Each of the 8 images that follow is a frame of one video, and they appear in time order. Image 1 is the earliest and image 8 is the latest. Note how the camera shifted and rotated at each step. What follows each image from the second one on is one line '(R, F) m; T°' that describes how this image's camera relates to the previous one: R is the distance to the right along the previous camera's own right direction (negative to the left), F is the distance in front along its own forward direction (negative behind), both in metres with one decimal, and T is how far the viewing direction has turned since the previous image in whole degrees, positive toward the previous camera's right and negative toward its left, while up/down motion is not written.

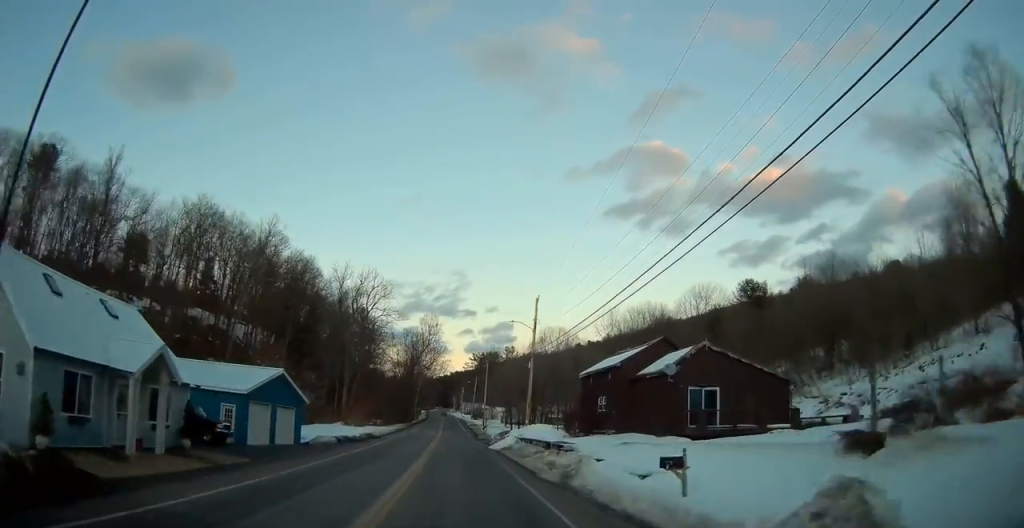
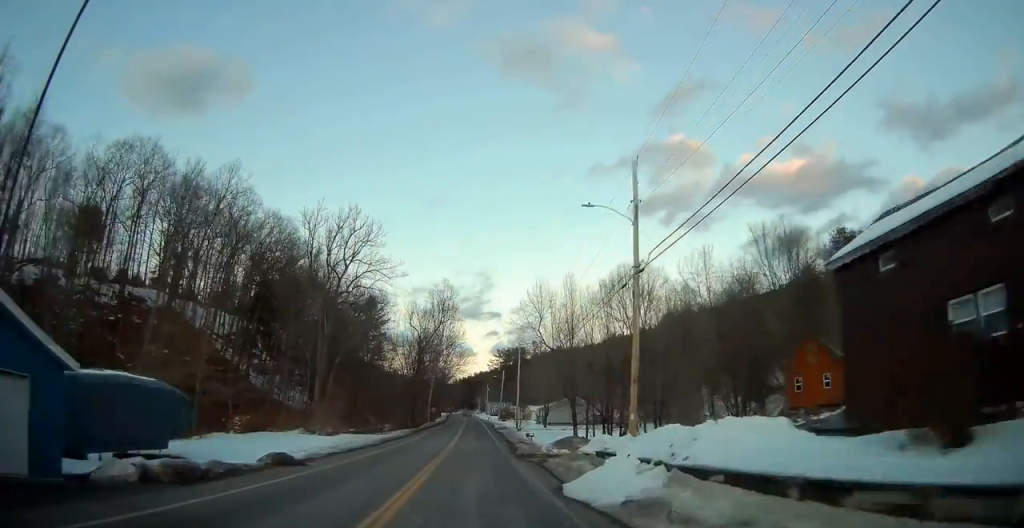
(-0.3, +27.4) m; -2°
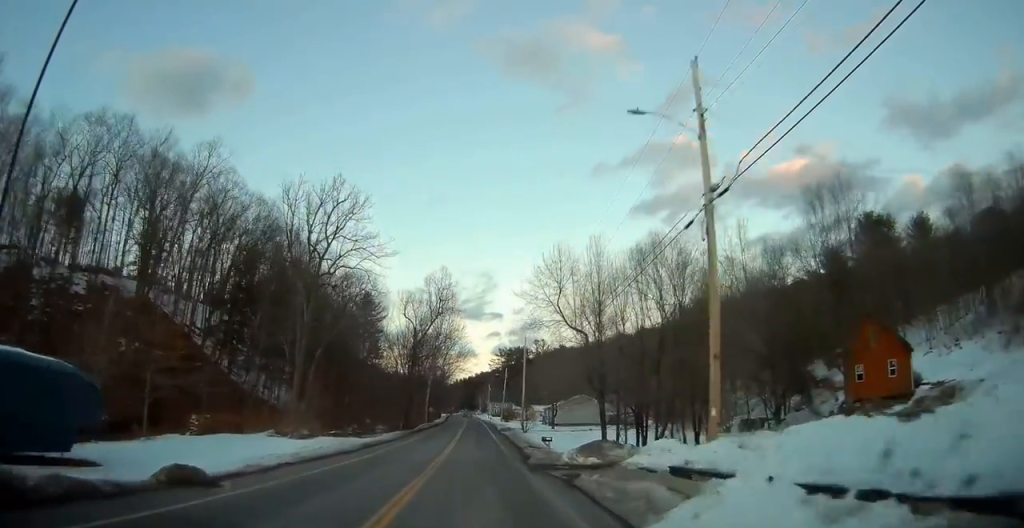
(+0.1, +7.9) m; -1°
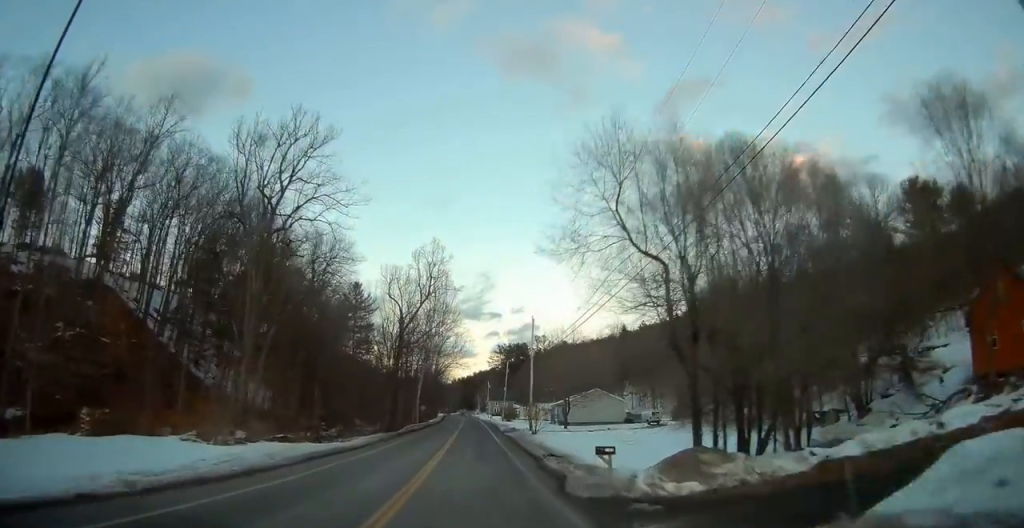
(-0.4, +12.5) m; -1°
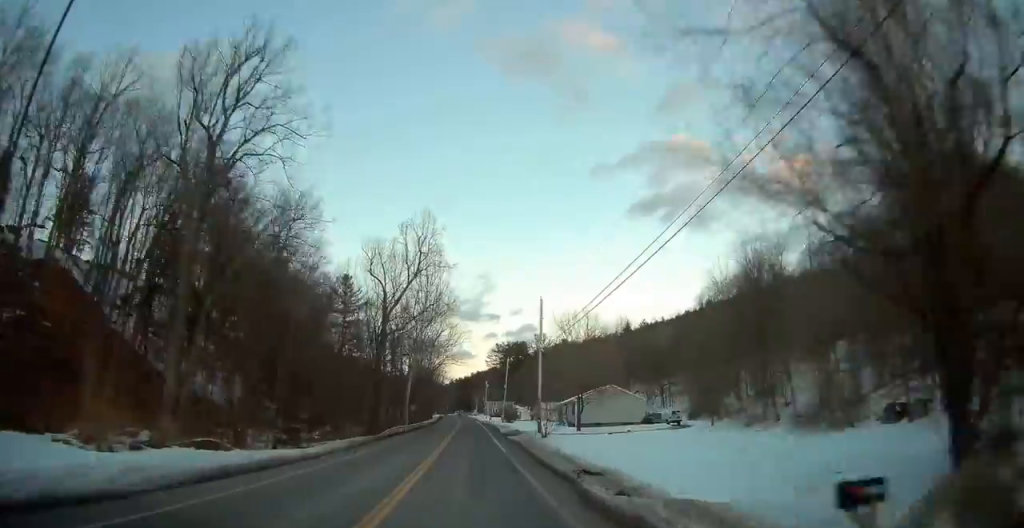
(+0.1, +10.3) m; 0°
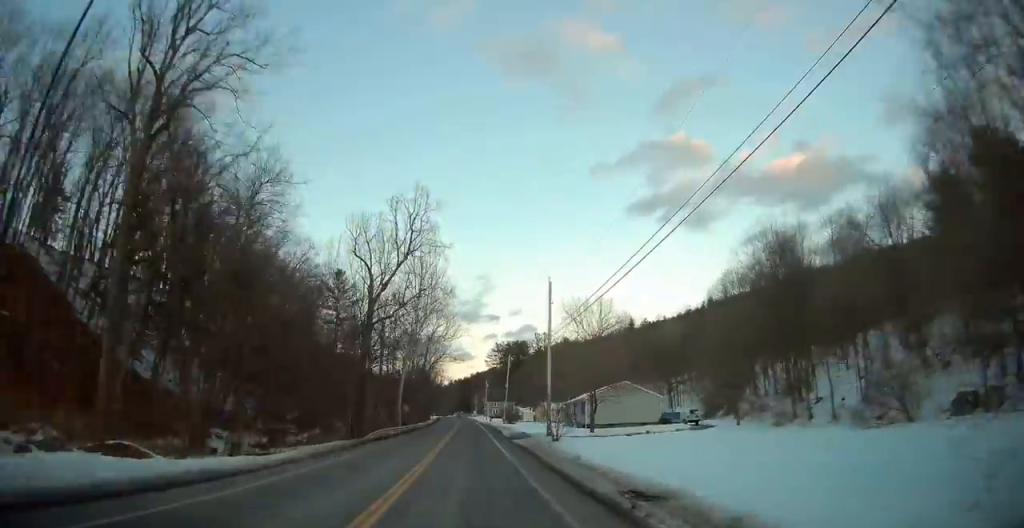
(+0.1, +6.9) m; 0°
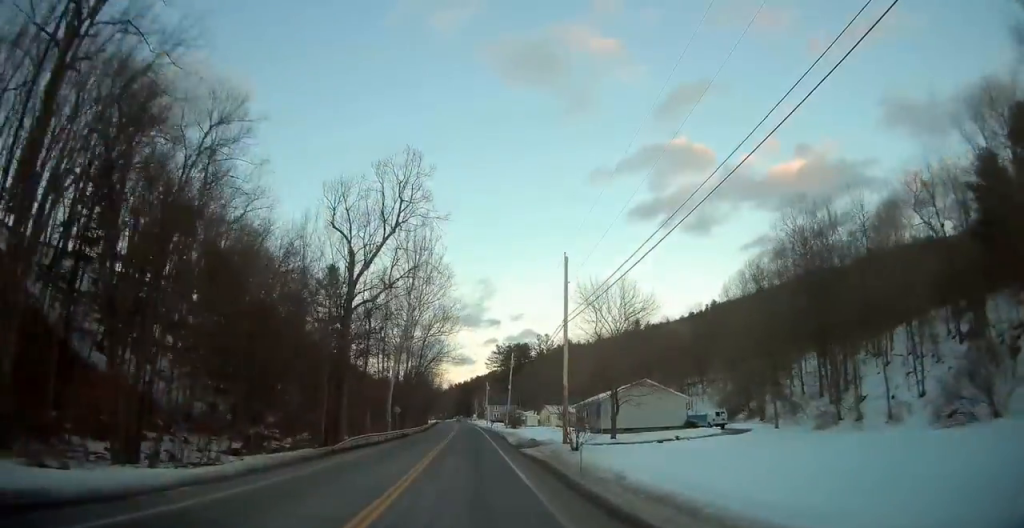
(0.0, +8.1) m; 0°
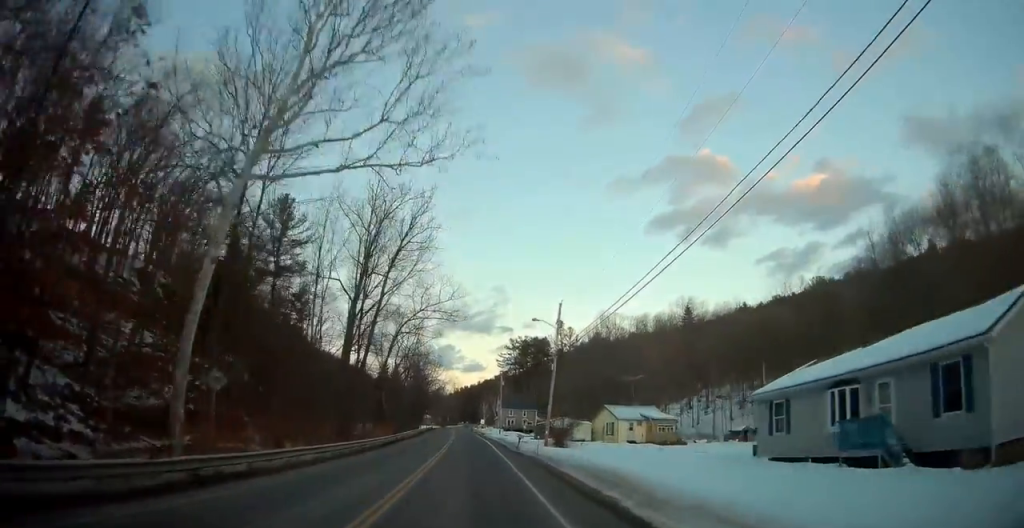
(-0.5, +45.4) m; -1°
